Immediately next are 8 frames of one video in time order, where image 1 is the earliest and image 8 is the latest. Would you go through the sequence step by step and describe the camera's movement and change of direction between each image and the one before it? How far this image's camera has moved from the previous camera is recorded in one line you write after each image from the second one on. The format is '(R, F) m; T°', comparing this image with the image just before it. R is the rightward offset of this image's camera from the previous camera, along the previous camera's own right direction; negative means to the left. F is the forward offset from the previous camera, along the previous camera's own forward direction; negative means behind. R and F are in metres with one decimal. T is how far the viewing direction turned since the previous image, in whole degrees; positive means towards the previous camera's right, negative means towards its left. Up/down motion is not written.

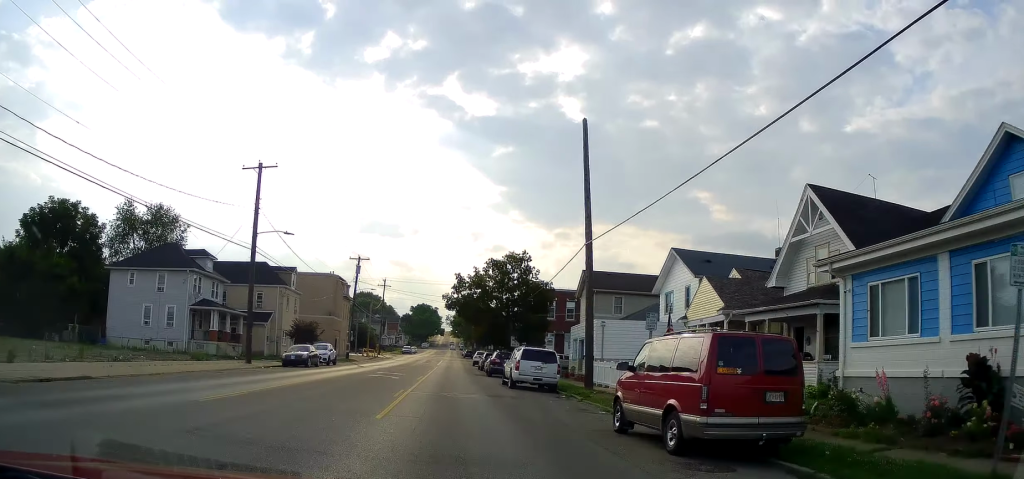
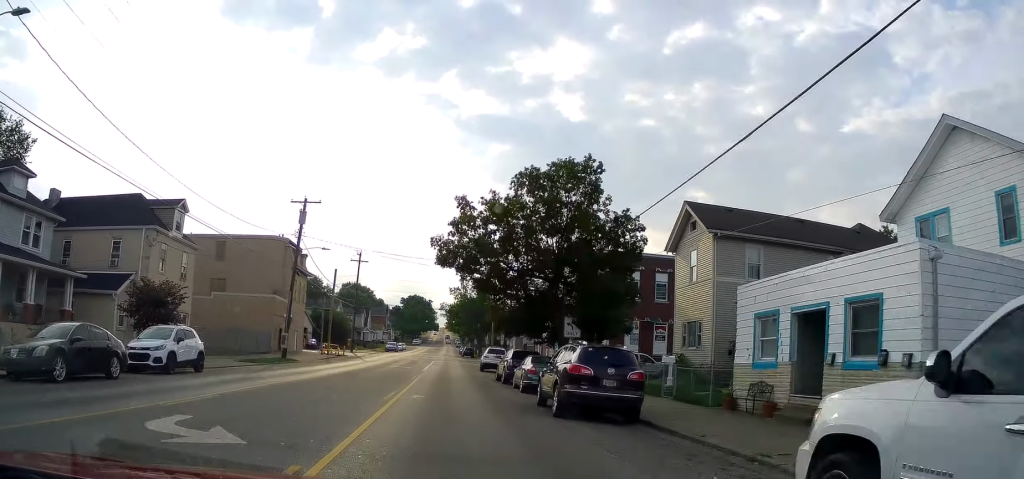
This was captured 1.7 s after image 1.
(+0.3, +25.8) m; +2°
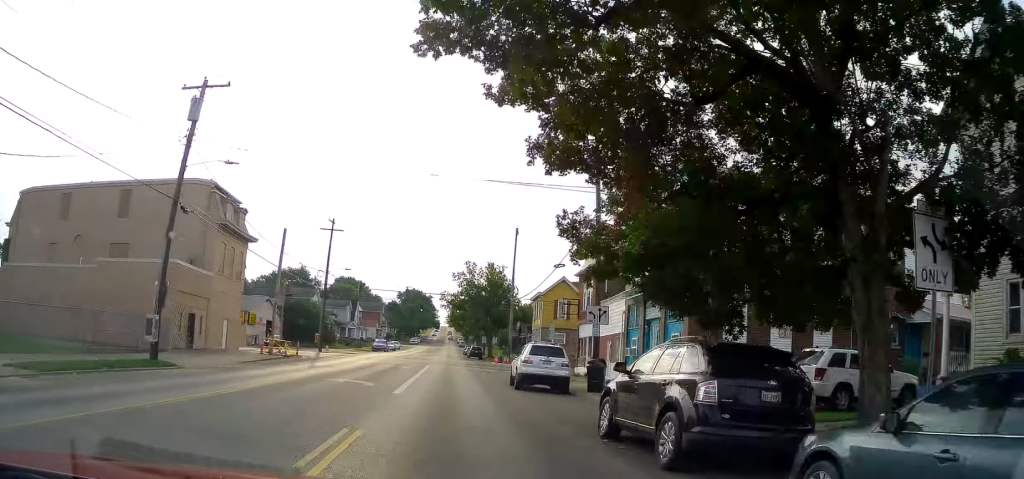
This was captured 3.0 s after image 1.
(+0.1, +21.3) m; 0°
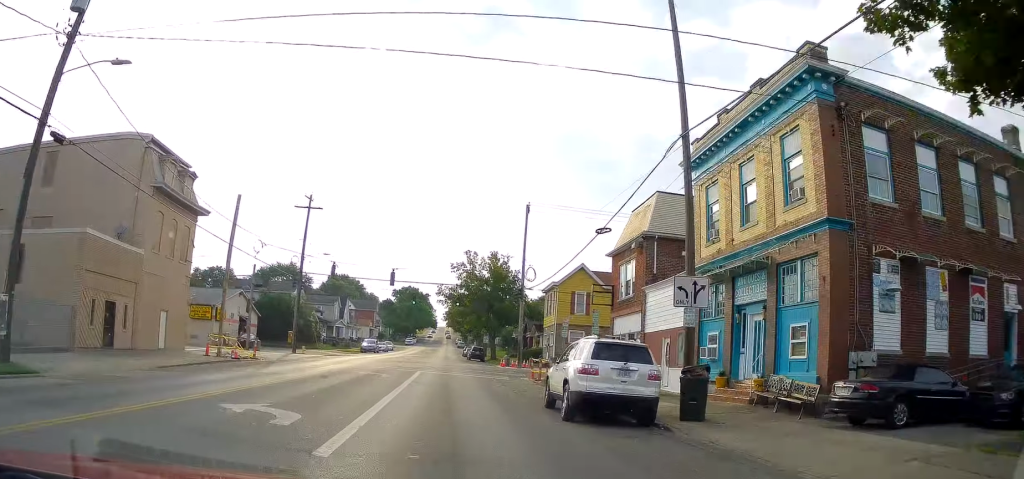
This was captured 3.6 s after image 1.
(0.0, +9.6) m; 0°
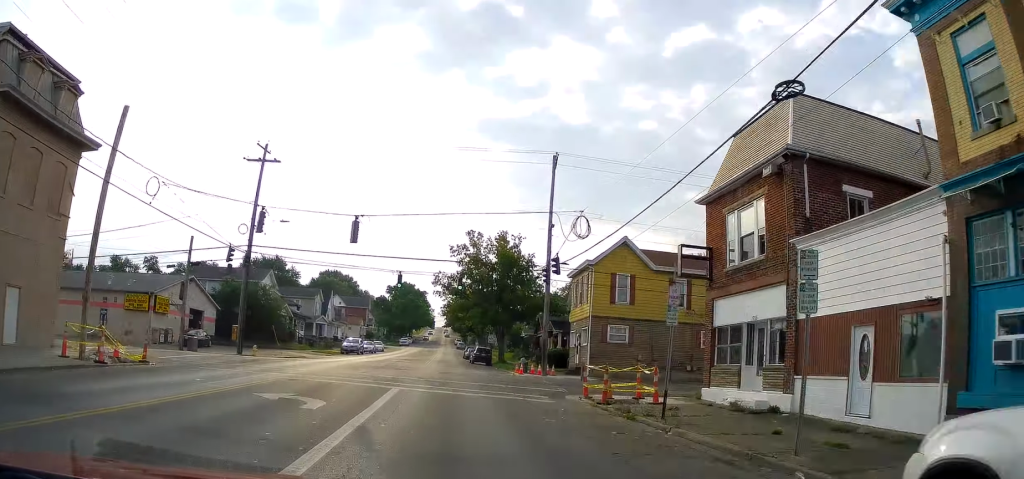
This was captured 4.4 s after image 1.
(0.0, +13.5) m; 0°
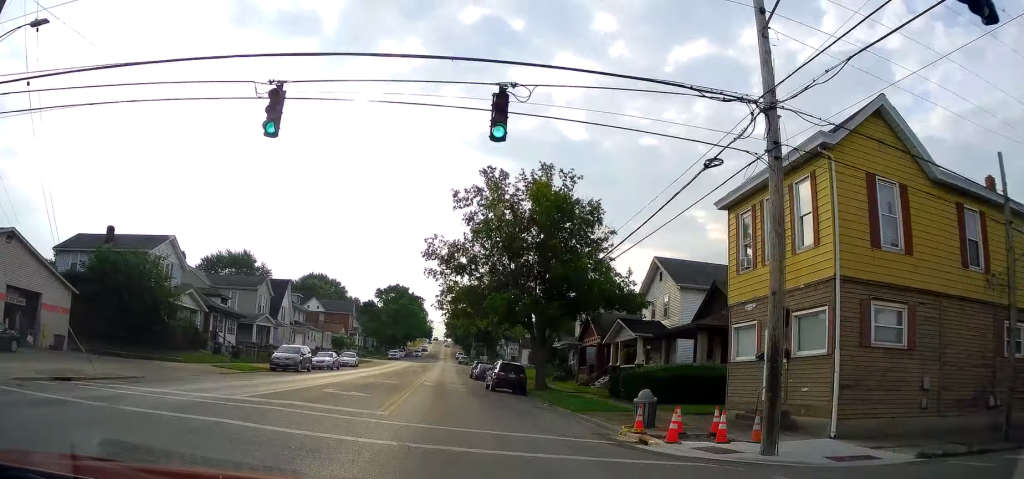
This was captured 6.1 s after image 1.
(0.0, +26.8) m; 0°
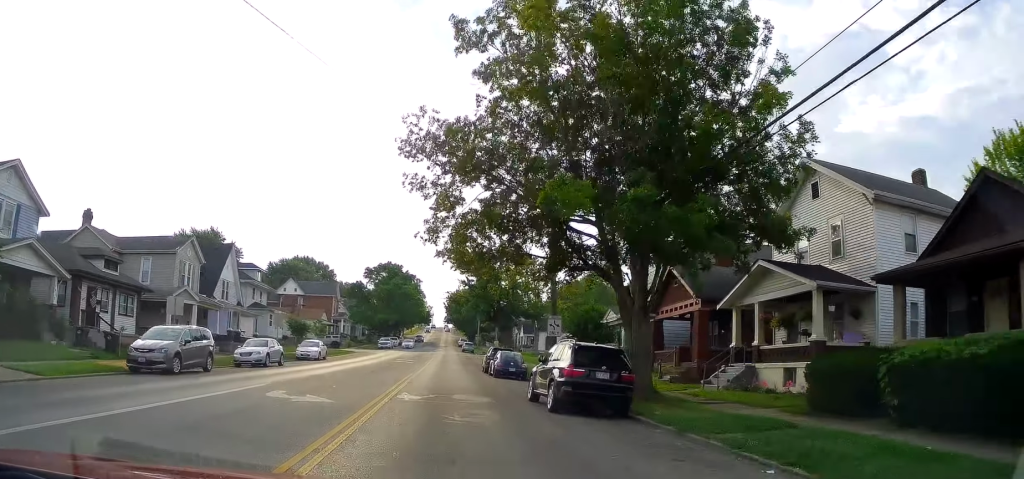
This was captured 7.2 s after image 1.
(0.0, +19.3) m; 0°
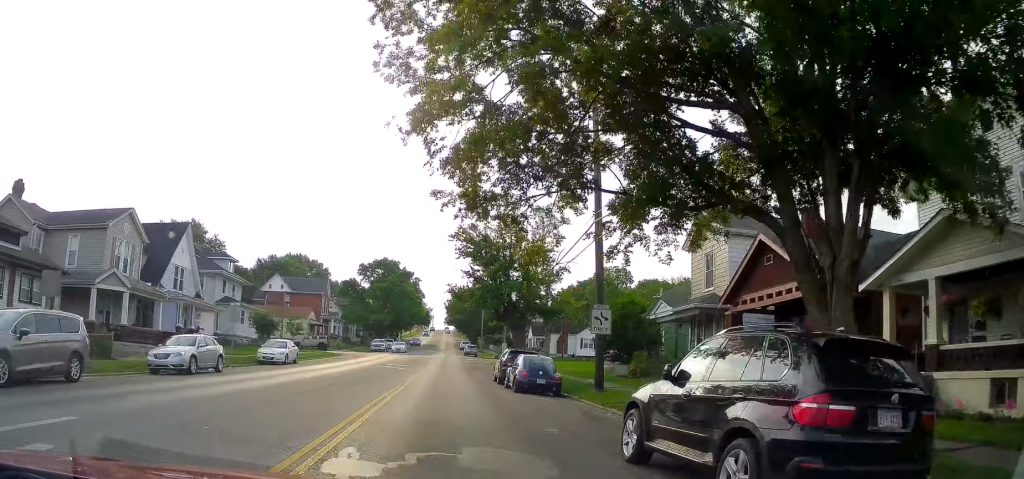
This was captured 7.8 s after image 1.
(0.0, +9.9) m; 0°
